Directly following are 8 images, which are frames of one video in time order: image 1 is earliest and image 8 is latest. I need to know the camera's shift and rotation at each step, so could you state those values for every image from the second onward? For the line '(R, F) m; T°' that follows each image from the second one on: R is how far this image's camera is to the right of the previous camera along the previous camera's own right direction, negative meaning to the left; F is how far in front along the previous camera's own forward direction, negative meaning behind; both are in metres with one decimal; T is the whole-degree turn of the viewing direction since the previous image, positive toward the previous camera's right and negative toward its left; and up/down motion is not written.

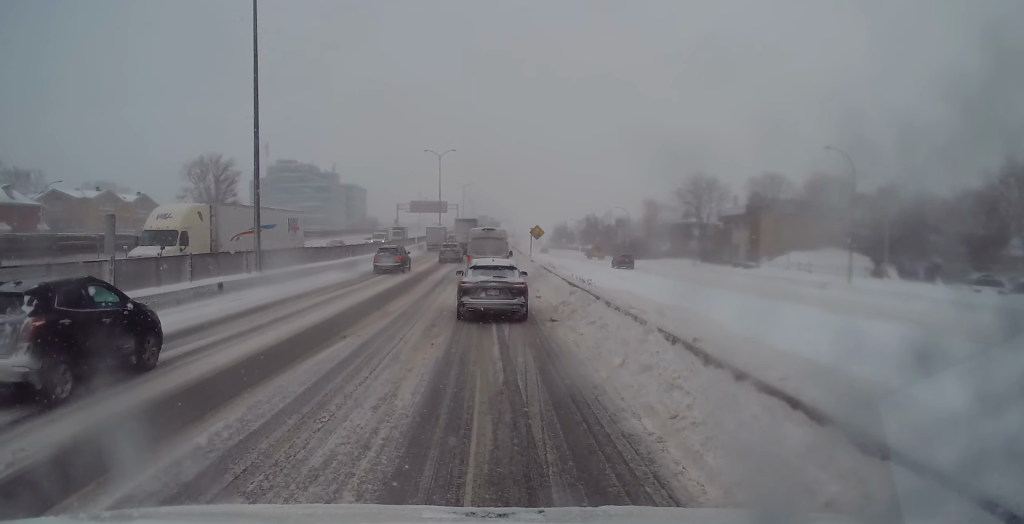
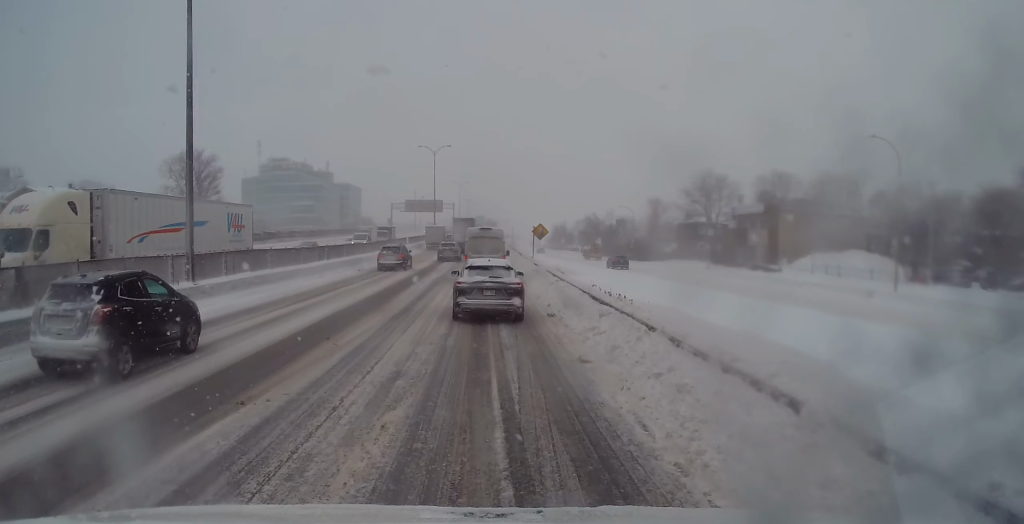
(-0.1, +5.8) m; -1°
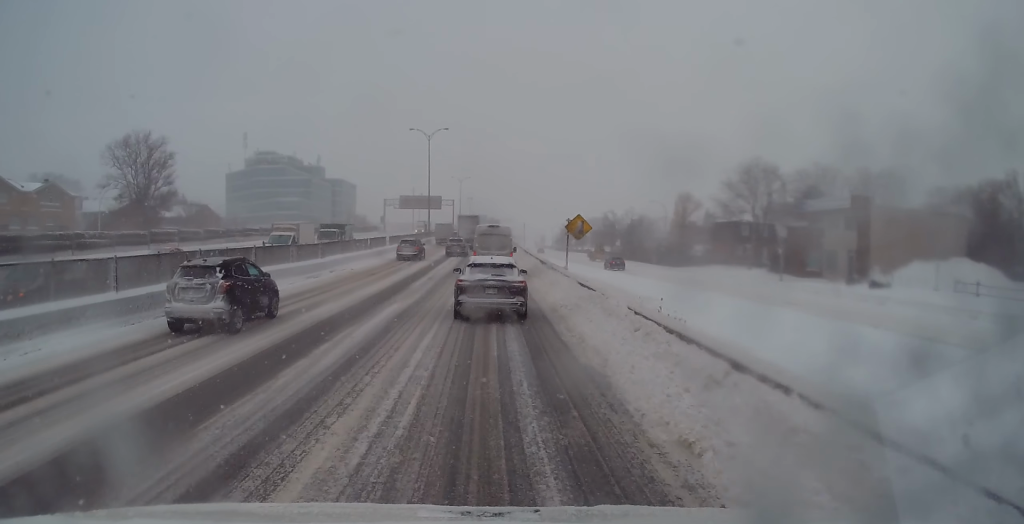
(-0.1, +17.0) m; 0°
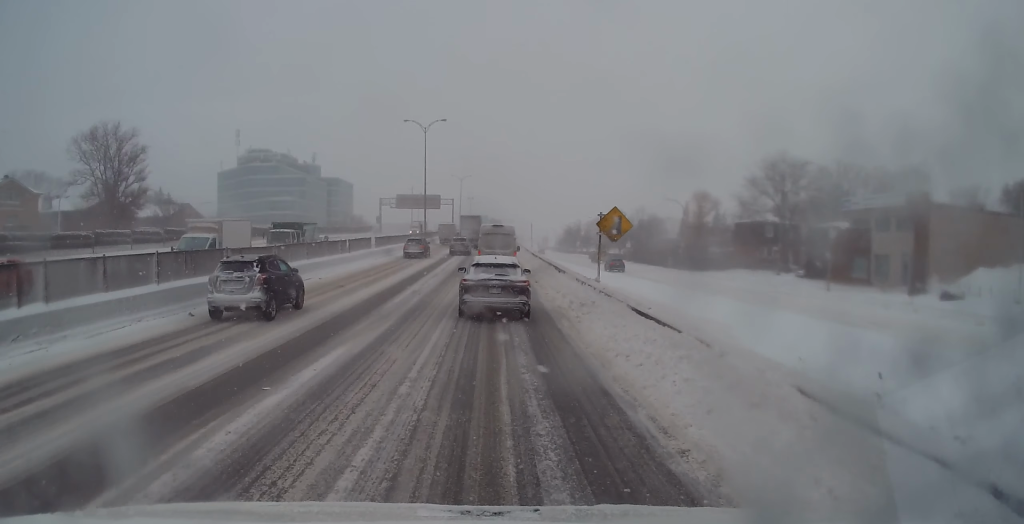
(0.0, +7.8) m; 0°
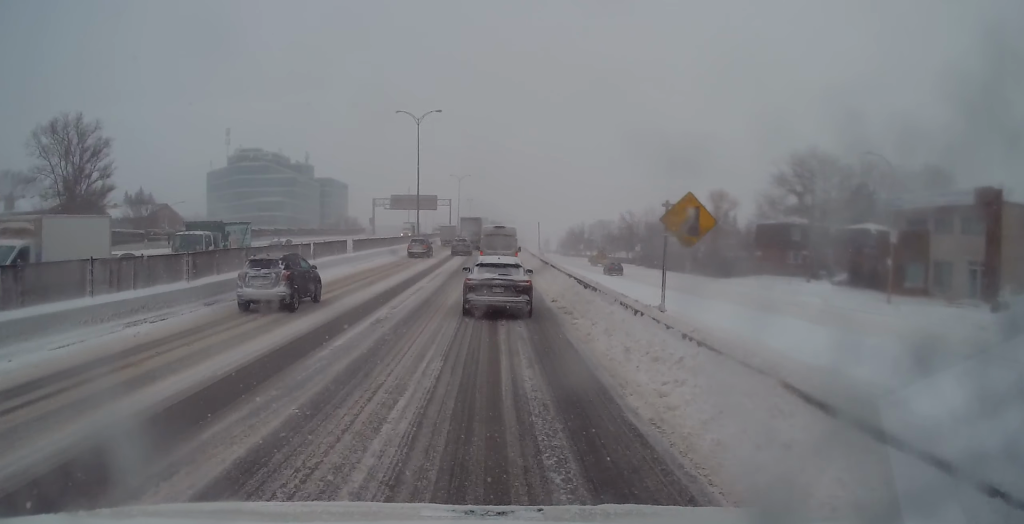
(0.0, +8.0) m; 0°
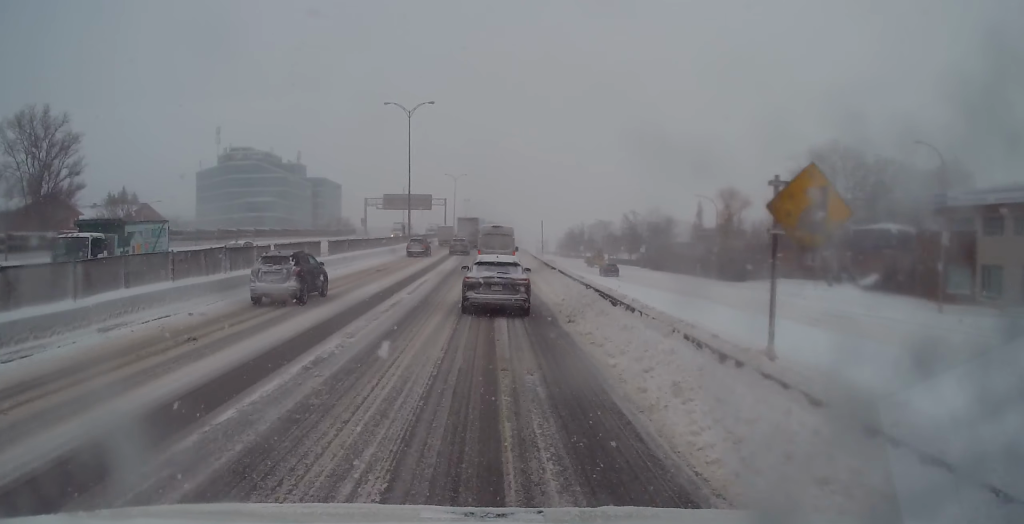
(0.0, +5.5) m; 0°
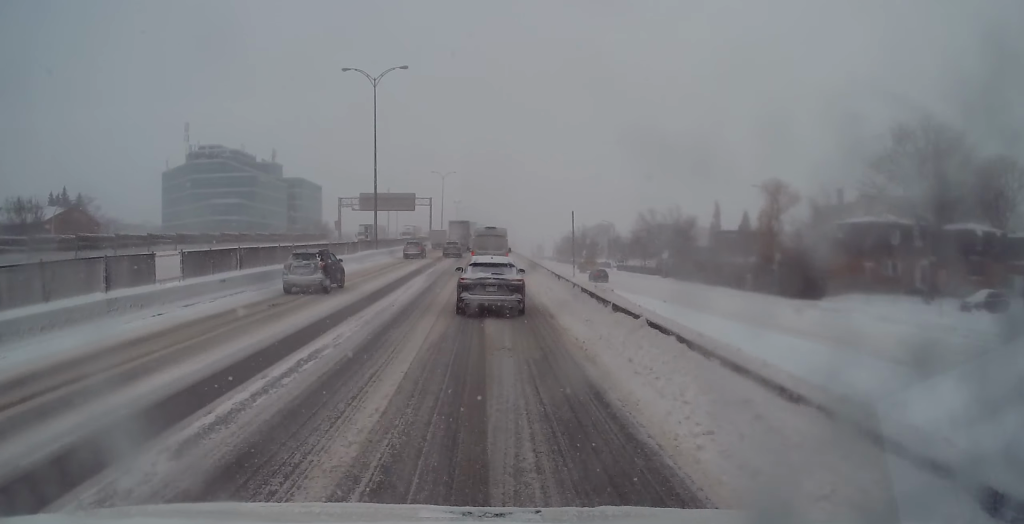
(+0.1, +16.9) m; 0°
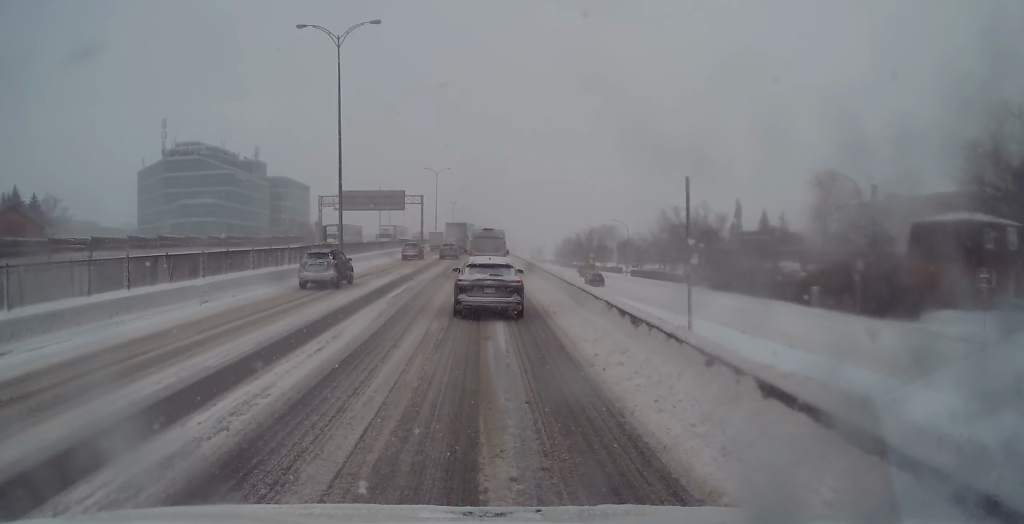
(0.0, +12.6) m; +2°
